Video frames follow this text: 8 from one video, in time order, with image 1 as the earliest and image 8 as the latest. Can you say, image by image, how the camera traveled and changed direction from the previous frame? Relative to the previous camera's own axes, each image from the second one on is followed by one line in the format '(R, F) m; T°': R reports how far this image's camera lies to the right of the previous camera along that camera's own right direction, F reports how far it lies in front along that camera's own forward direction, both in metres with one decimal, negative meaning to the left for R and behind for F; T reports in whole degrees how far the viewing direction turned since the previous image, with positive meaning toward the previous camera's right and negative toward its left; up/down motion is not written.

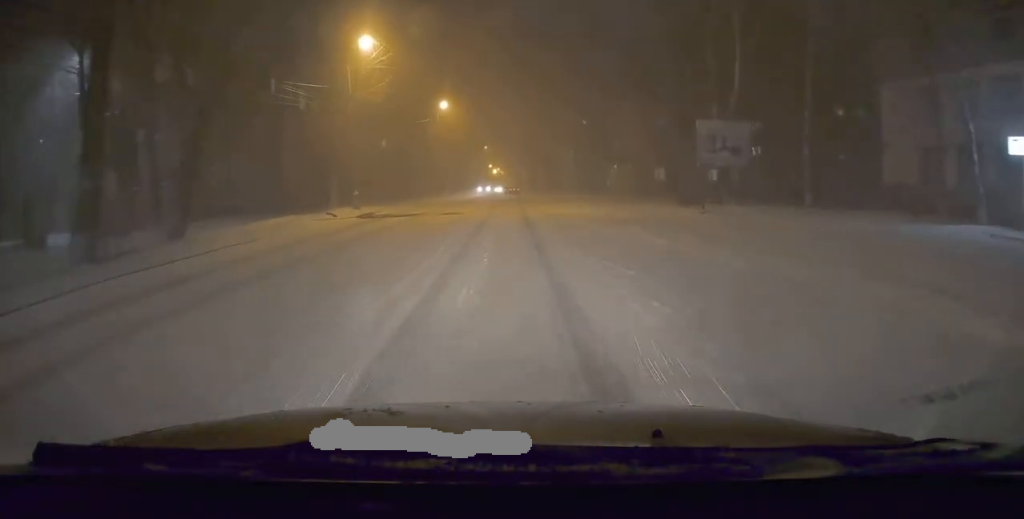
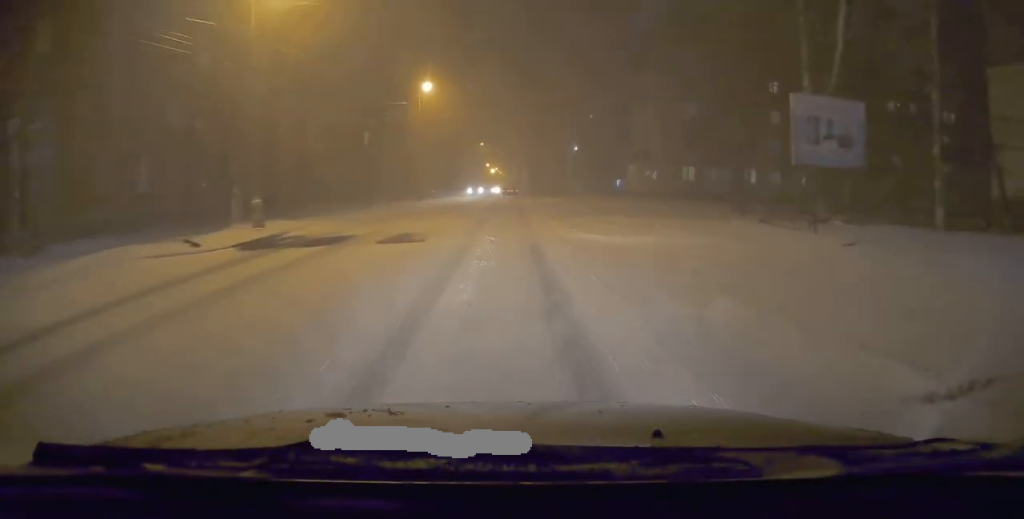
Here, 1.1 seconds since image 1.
(-0.5, +11.6) m; 0°
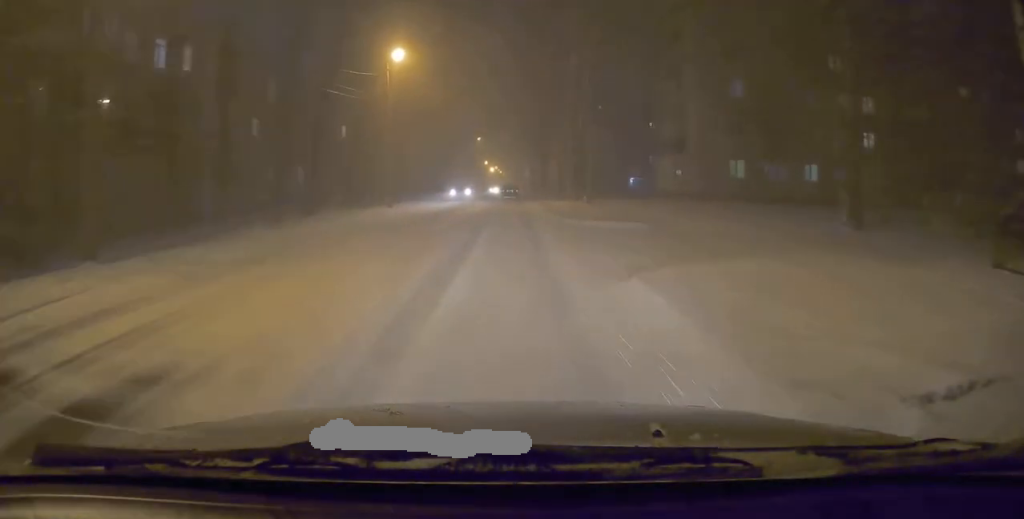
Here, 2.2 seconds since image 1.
(+0.5, +12.2) m; +1°
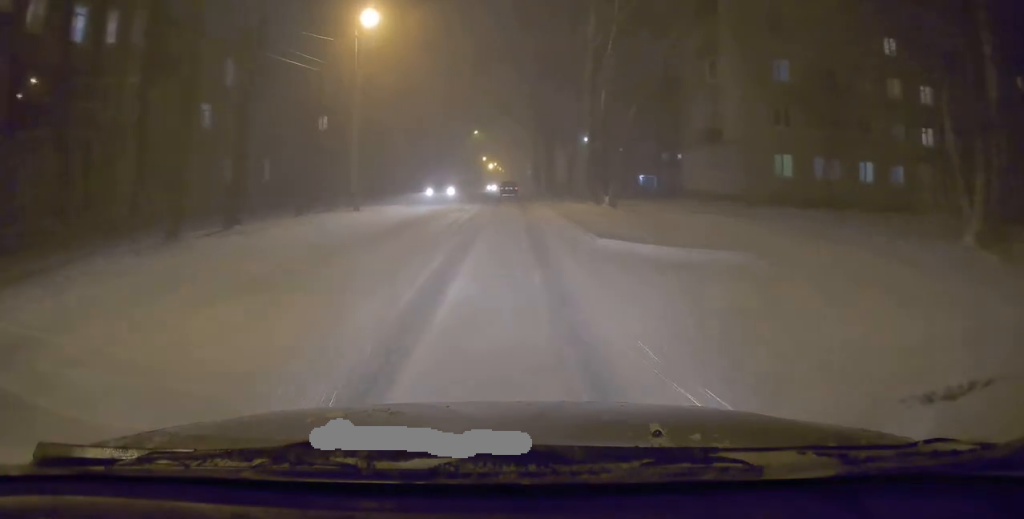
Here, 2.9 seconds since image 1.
(-0.2, +7.7) m; -1°
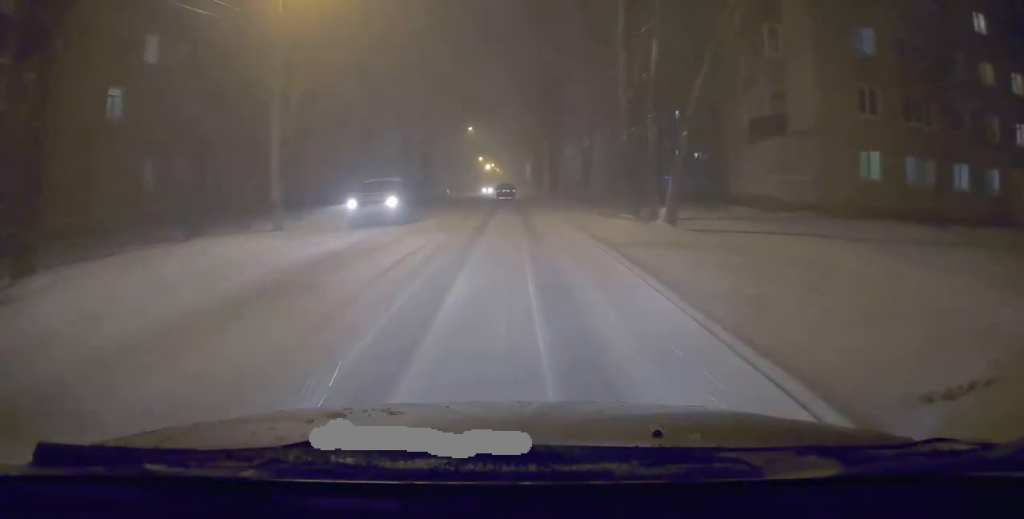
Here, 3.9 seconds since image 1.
(+0.1, +9.6) m; +2°
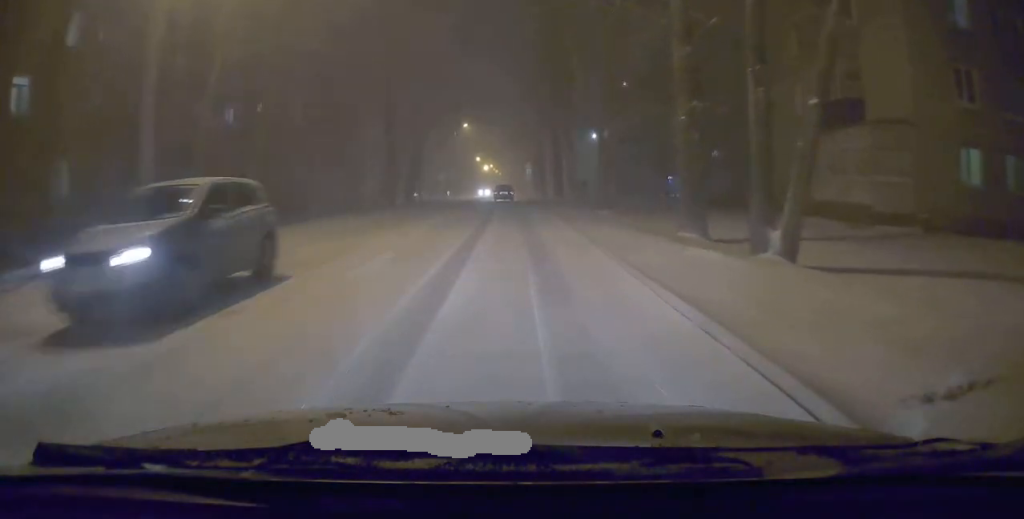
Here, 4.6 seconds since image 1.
(+0.1, +7.1) m; 0°
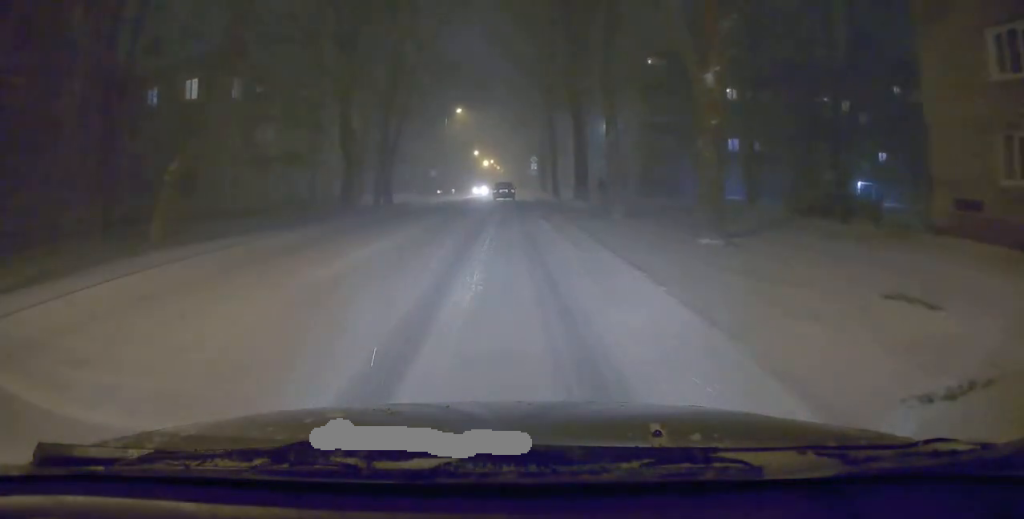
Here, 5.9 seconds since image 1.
(-0.2, +13.2) m; 0°
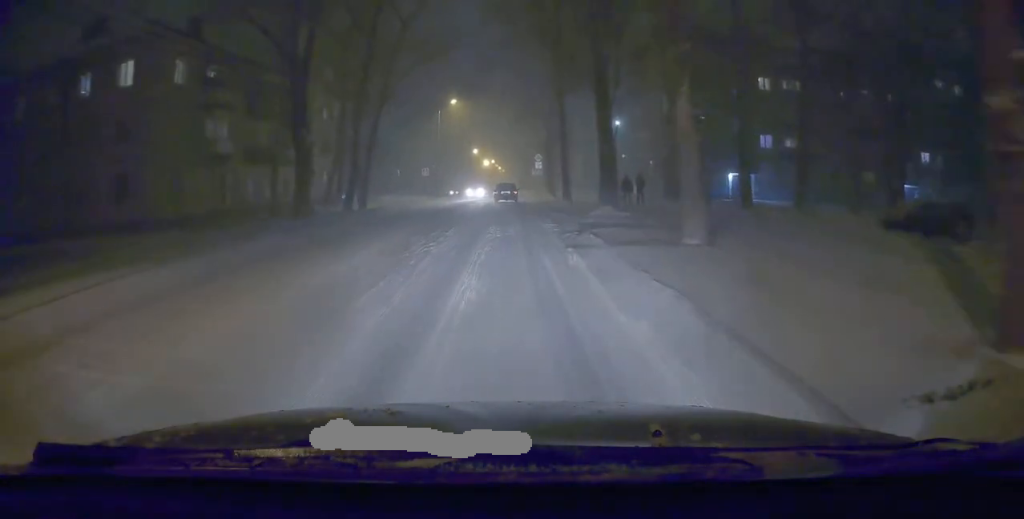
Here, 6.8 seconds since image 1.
(+0.2, +8.3) m; +1°
